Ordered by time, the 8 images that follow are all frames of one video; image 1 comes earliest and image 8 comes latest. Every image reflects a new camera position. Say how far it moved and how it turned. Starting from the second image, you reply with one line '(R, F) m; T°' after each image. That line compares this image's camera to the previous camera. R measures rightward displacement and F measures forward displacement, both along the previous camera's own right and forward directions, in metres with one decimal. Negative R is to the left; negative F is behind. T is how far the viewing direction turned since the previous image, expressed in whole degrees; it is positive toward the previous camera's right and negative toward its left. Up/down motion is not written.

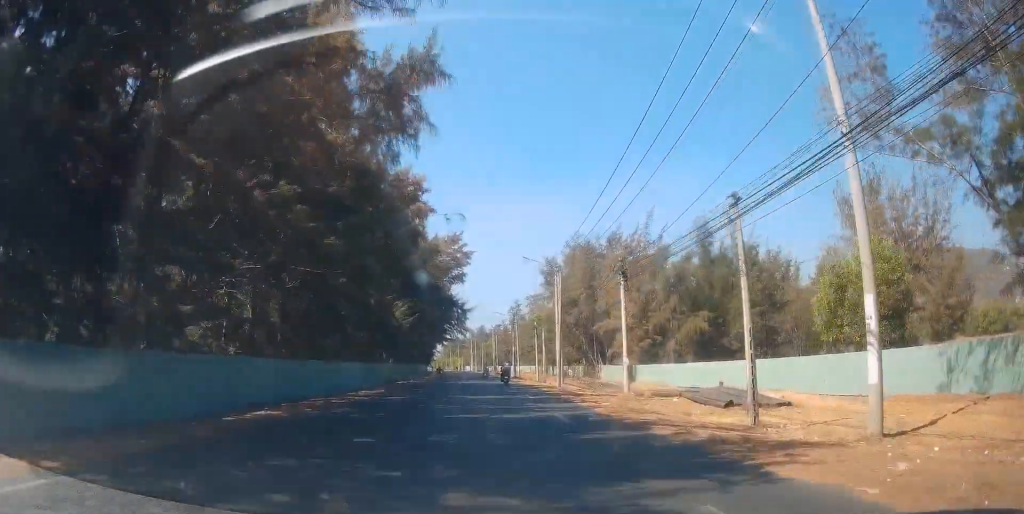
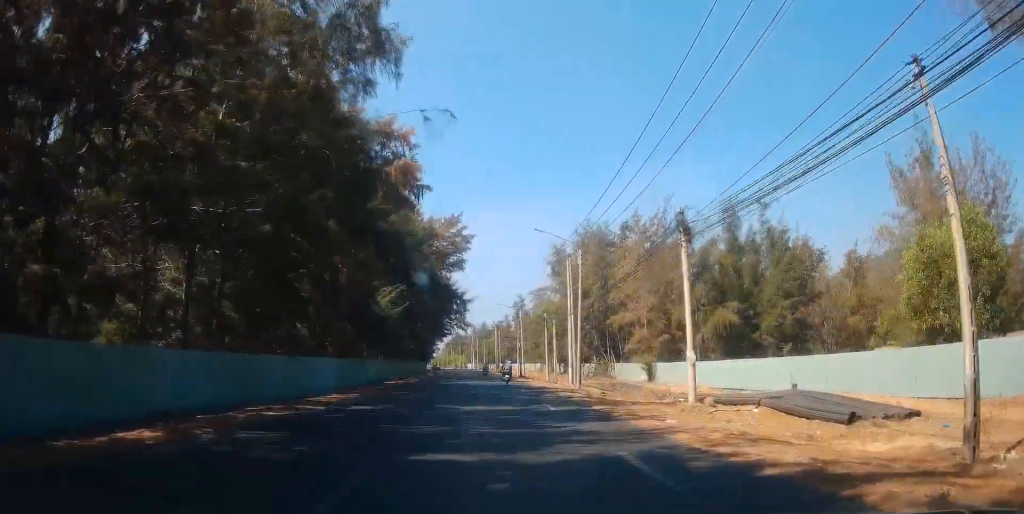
(+0.1, +8.3) m; +1°
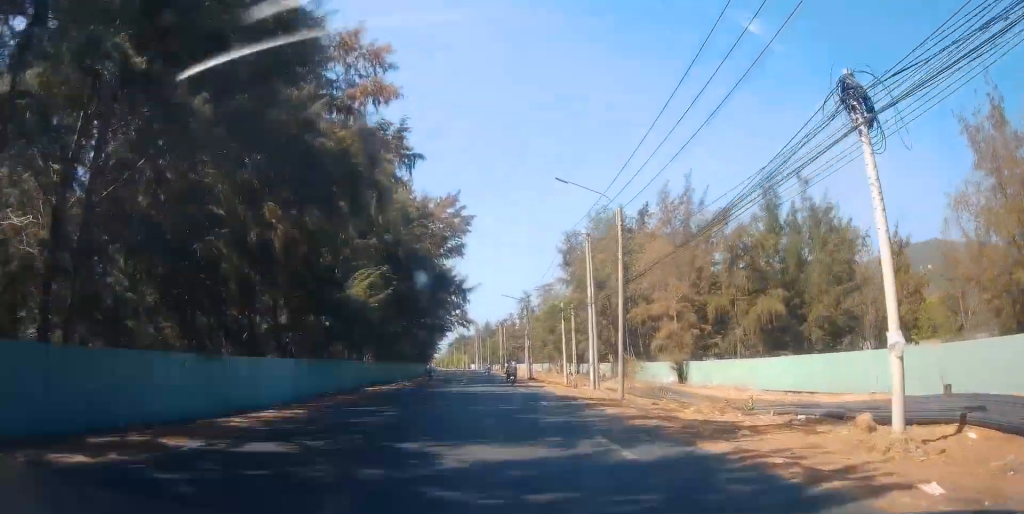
(0.0, +9.9) m; 0°
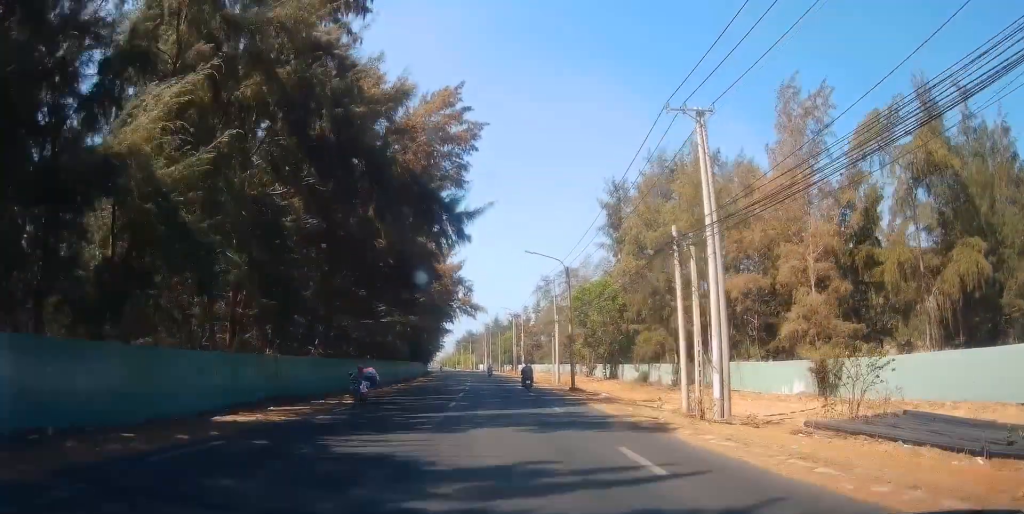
(-0.3, +25.6) m; -2°
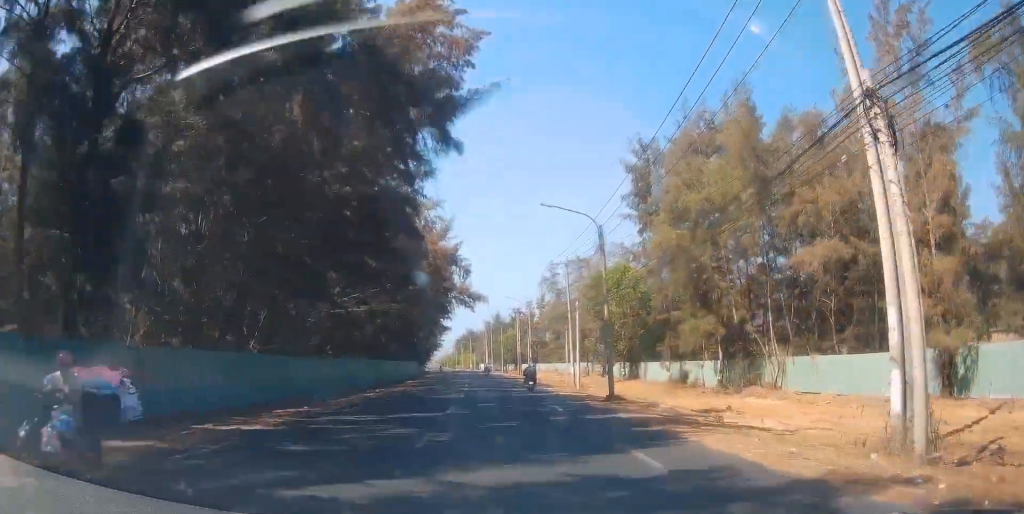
(-0.3, +11.7) m; 0°
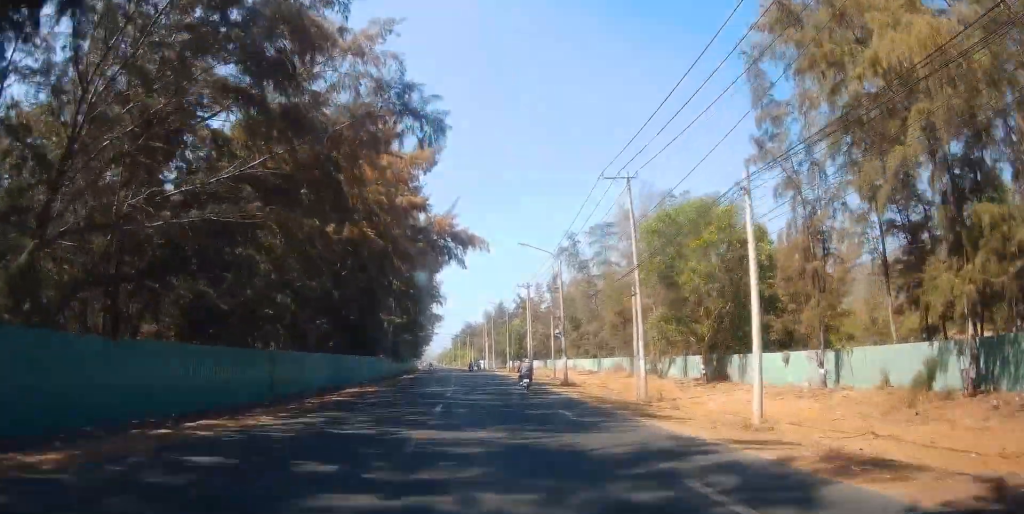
(-0.1, +28.5) m; +1°
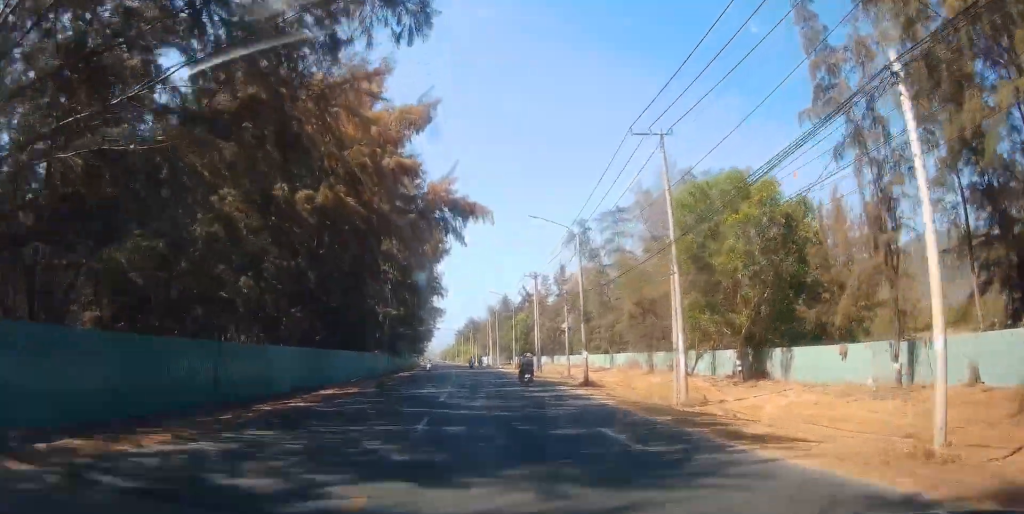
(+0.2, +6.4) m; 0°
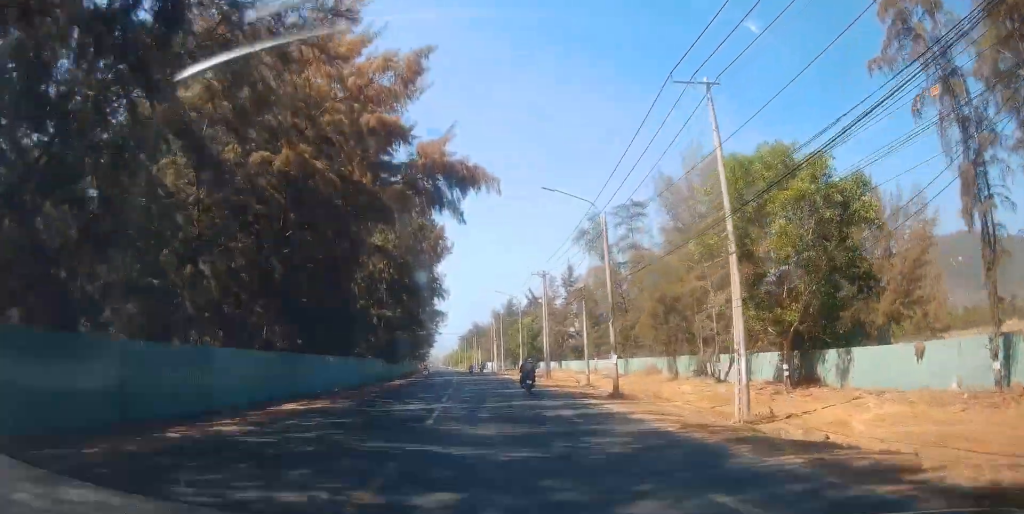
(+0.4, +6.4) m; -1°
